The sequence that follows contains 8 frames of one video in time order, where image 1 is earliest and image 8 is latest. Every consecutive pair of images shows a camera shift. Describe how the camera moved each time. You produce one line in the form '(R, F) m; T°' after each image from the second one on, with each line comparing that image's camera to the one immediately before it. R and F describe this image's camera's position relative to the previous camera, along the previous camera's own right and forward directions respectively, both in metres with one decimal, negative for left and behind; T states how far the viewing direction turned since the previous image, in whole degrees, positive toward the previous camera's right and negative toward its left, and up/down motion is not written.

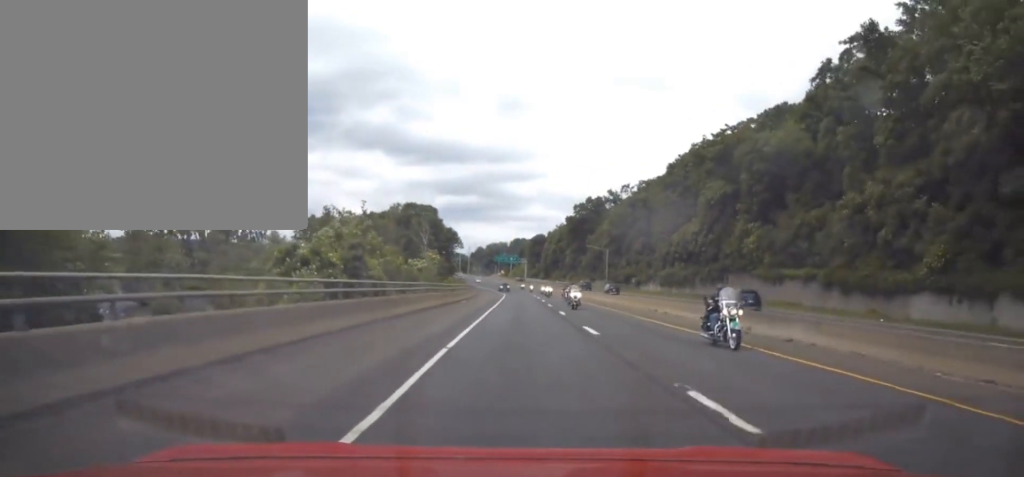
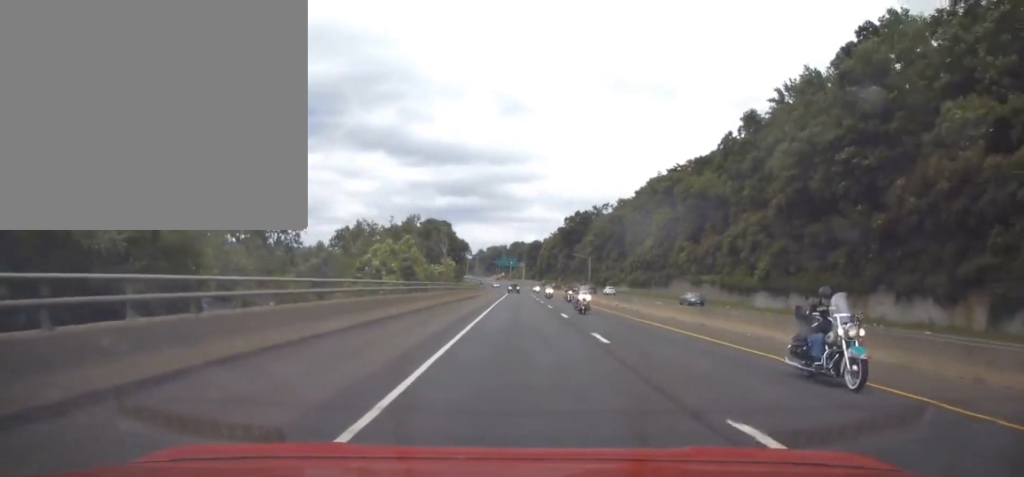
(+0.1, +33.9) m; 0°
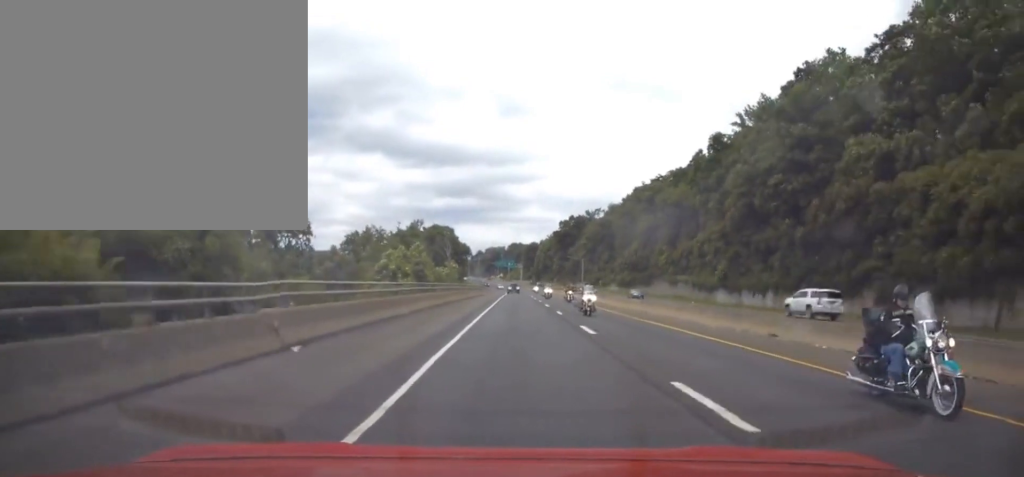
(0.0, +14.8) m; 0°
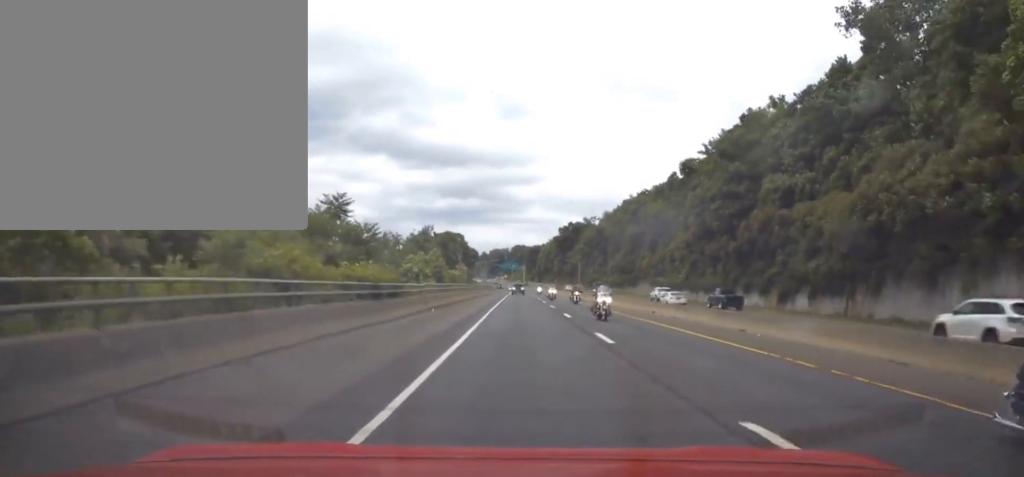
(-0.1, +21.8) m; 0°
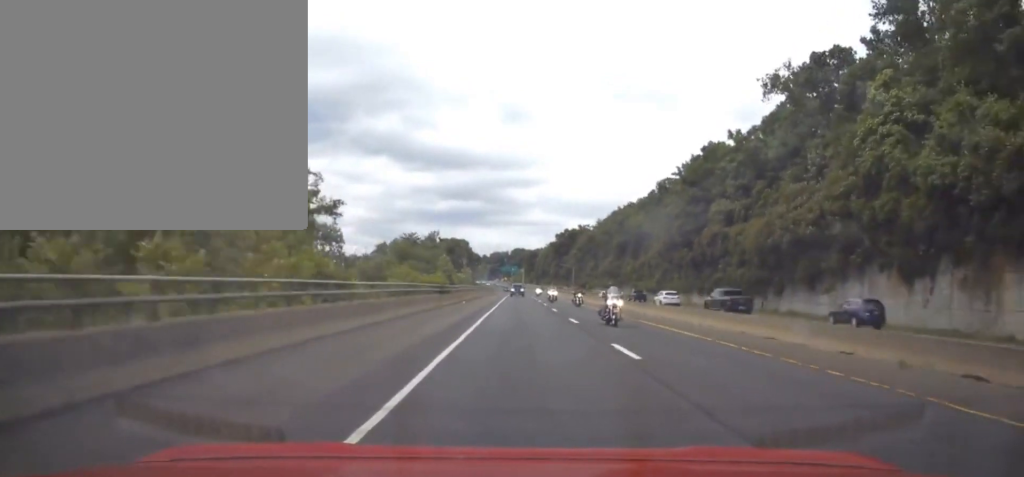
(+0.1, +21.9) m; 0°
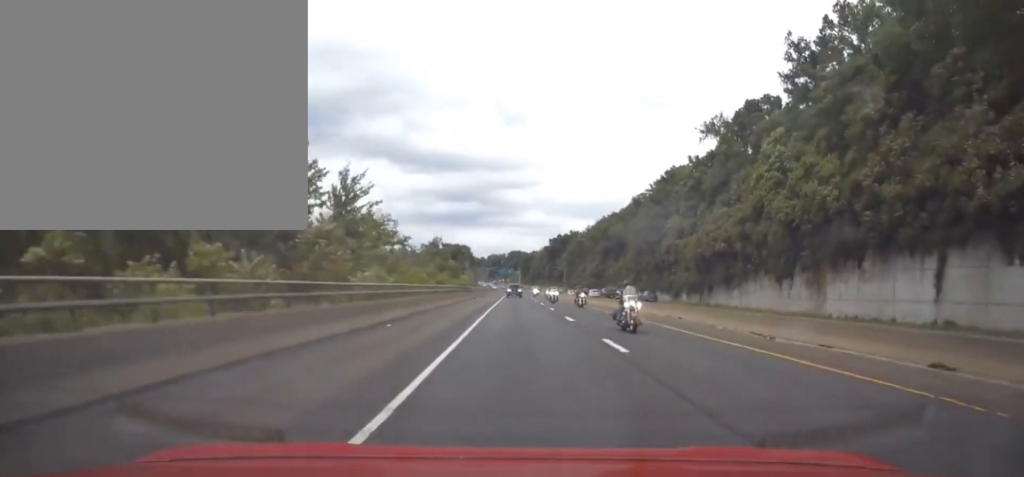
(0.0, +25.4) m; +1°
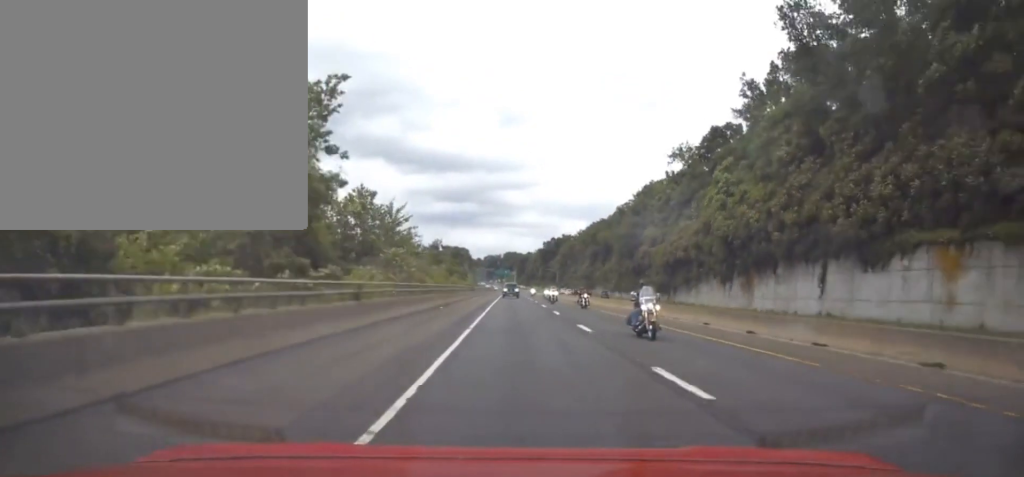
(+0.1, +18.4) m; +1°
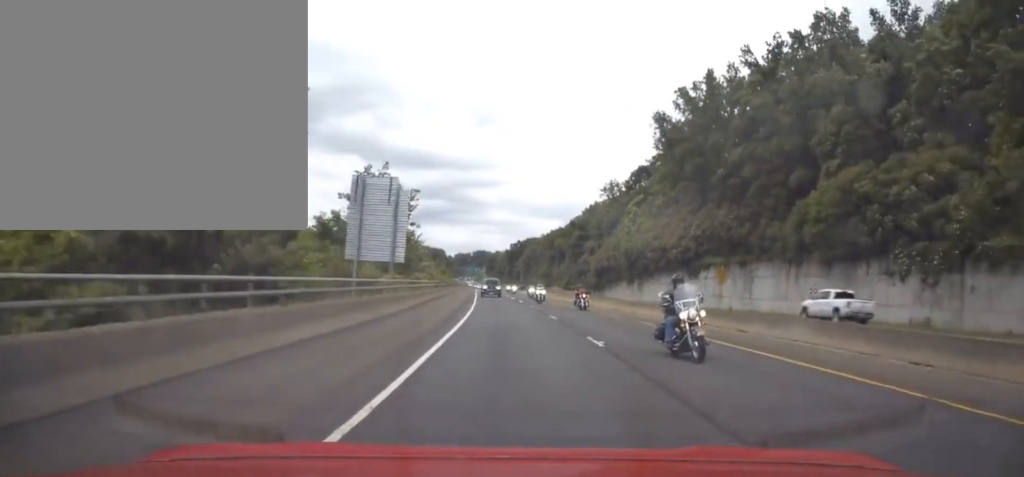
(+0.4, +43.2) m; +1°
